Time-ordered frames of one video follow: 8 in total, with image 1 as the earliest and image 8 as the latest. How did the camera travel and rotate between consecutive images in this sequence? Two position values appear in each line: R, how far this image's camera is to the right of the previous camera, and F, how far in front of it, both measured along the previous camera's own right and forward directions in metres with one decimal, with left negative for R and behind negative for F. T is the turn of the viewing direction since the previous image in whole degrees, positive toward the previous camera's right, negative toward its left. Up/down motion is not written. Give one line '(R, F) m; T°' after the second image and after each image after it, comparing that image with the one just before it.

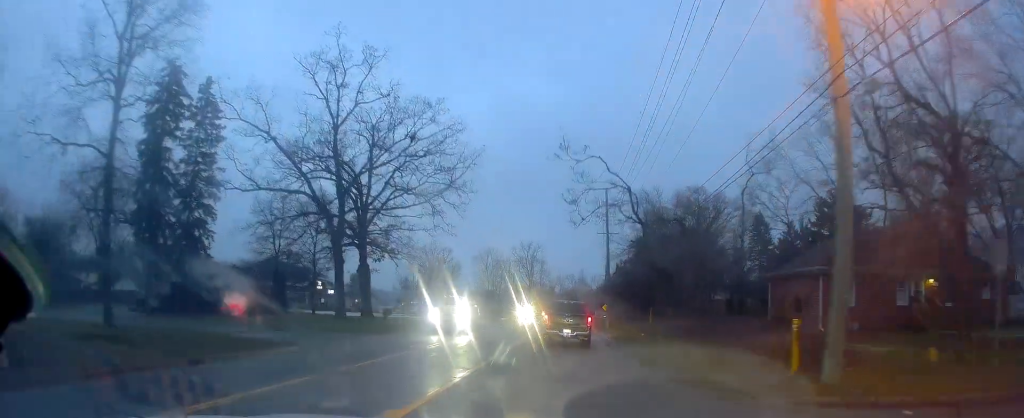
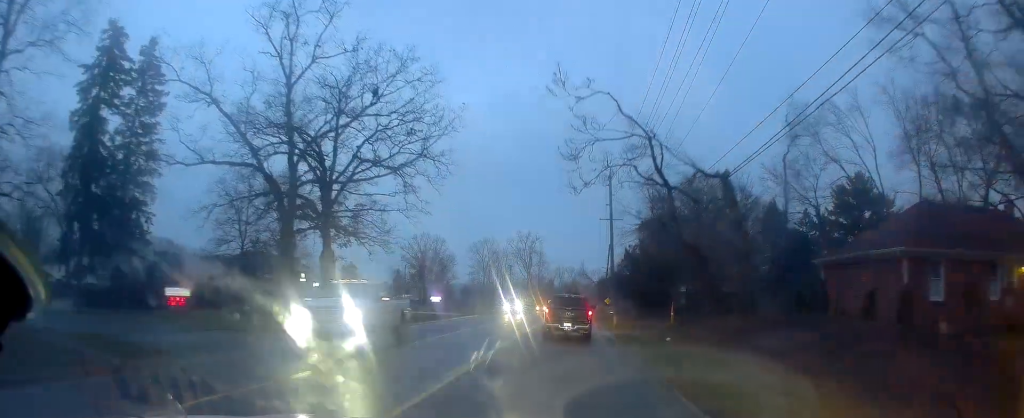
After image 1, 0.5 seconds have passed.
(0.0, +7.8) m; 0°
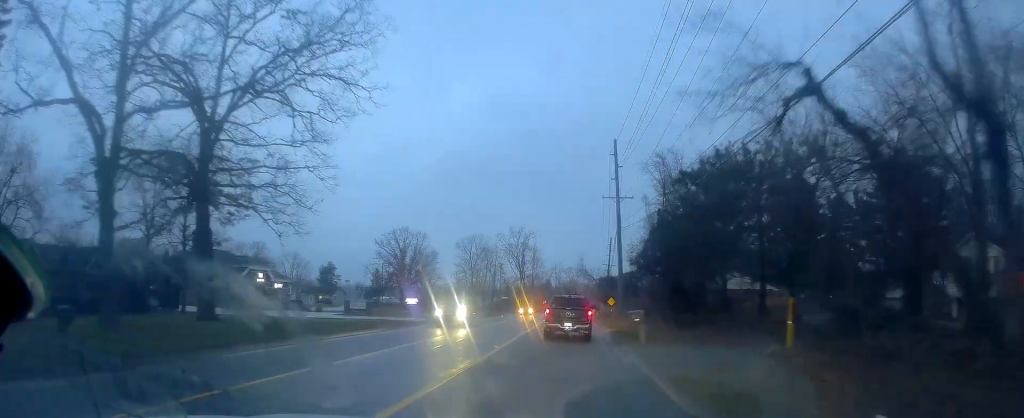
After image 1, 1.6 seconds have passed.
(0.0, +15.7) m; -2°
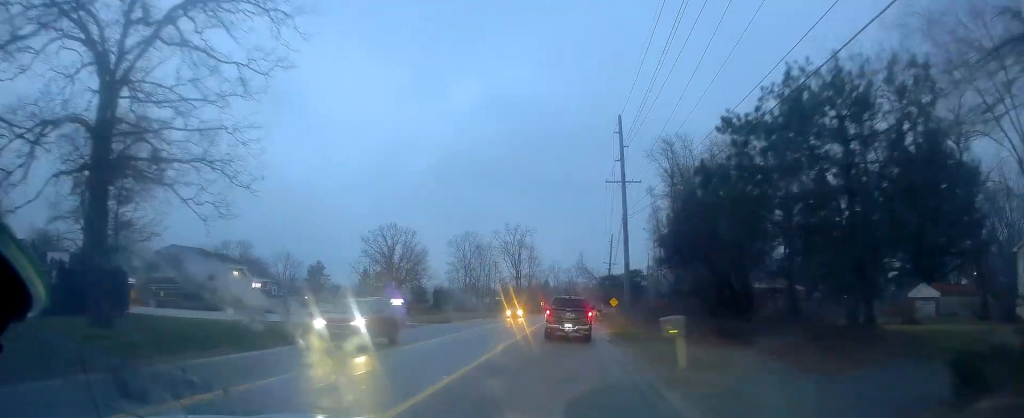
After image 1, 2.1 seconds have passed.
(0.0, +7.9) m; -1°
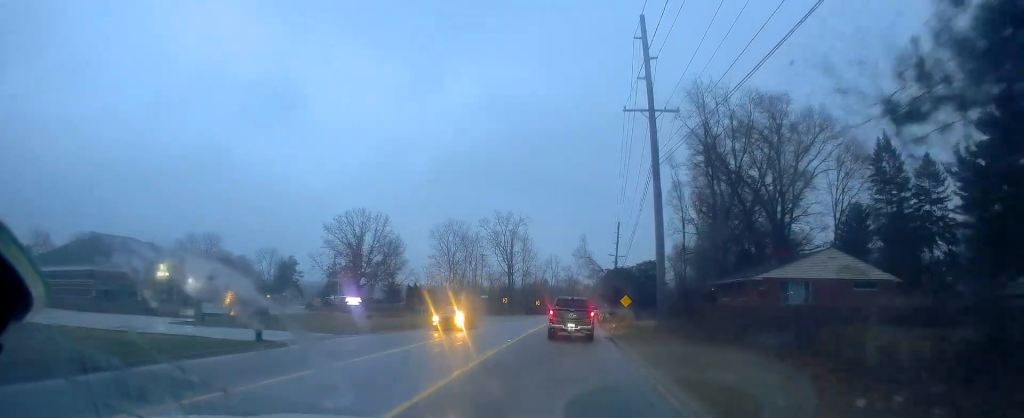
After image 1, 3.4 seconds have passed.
(-0.4, +18.1) m; +1°
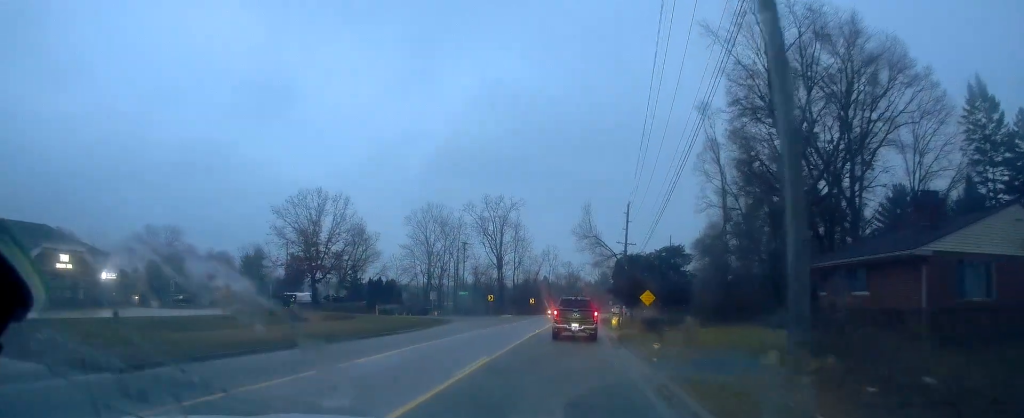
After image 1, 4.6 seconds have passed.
(+0.6, +18.0) m; +2°
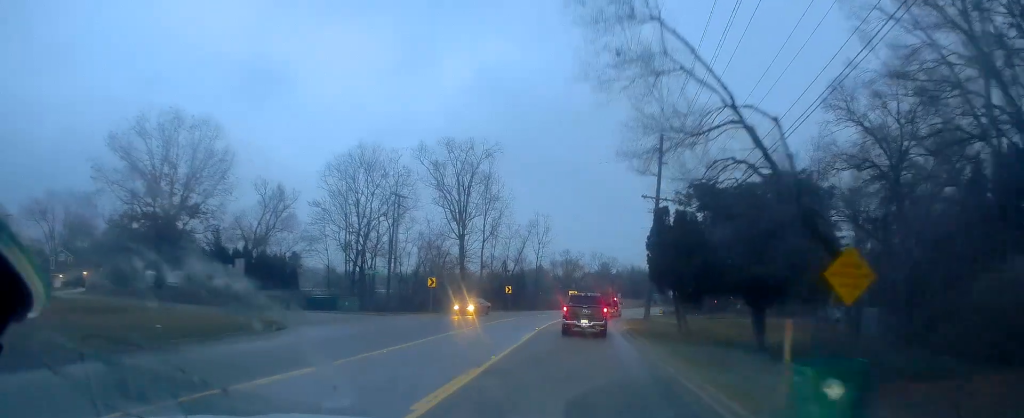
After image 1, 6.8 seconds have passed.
(-1.2, +34.3) m; -3°
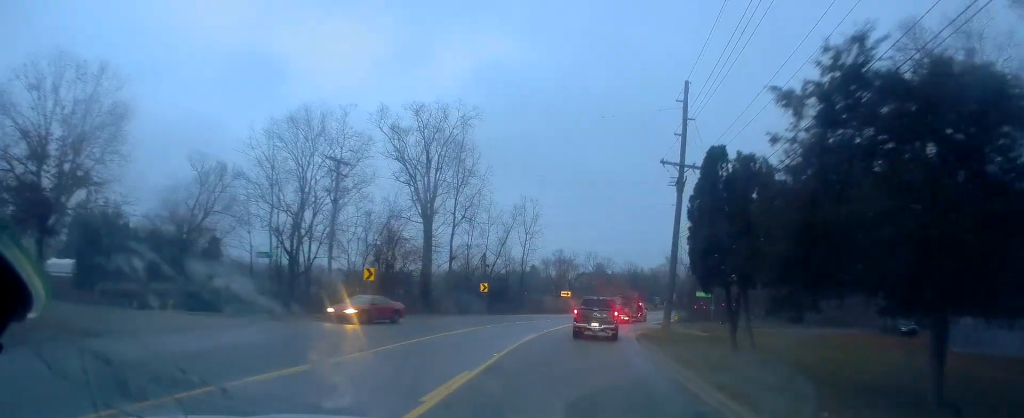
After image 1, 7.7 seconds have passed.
(+0.4, +14.7) m; +2°
